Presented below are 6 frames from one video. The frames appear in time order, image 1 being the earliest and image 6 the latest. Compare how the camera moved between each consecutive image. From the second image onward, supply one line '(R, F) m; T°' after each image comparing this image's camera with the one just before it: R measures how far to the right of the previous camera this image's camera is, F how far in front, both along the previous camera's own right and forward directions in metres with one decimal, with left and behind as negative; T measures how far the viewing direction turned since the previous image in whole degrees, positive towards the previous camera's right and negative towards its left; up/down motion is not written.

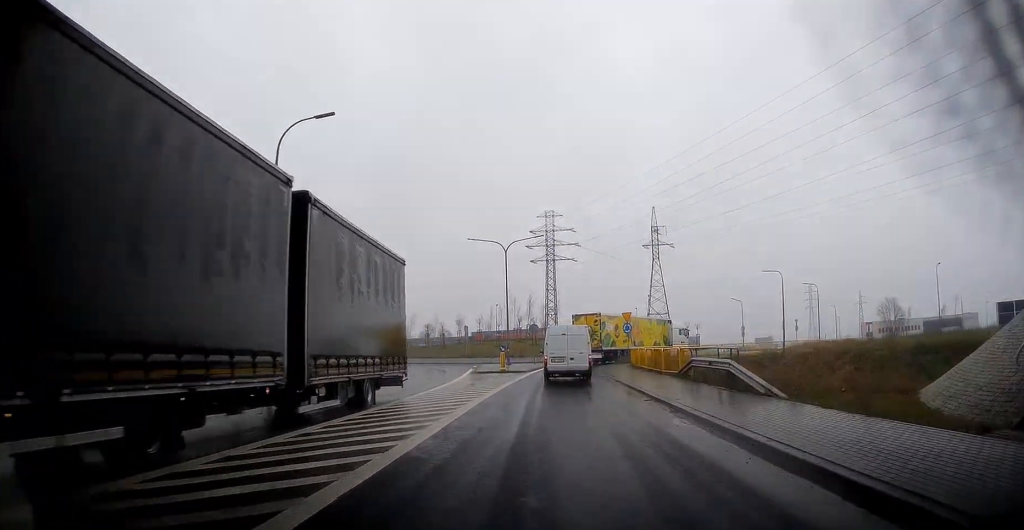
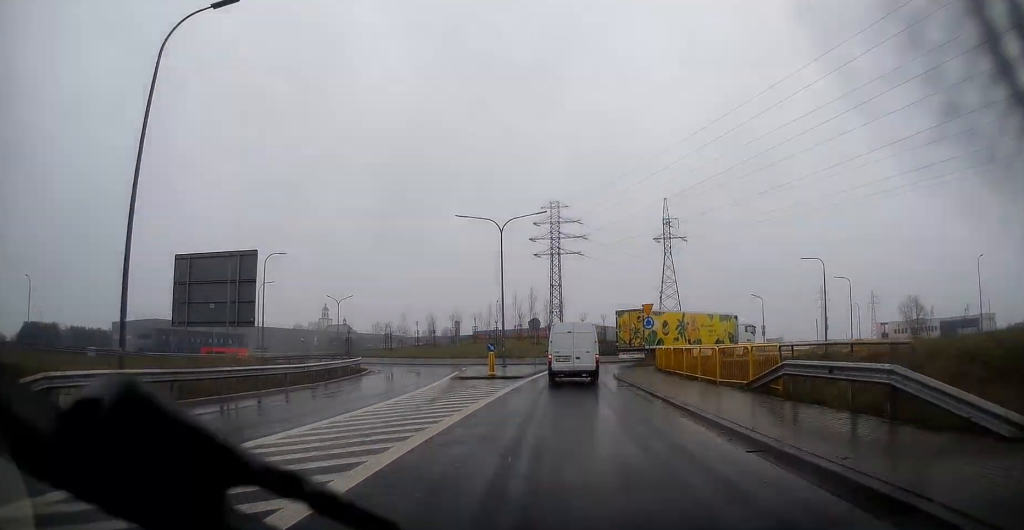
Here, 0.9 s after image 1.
(-0.1, +8.4) m; 0°
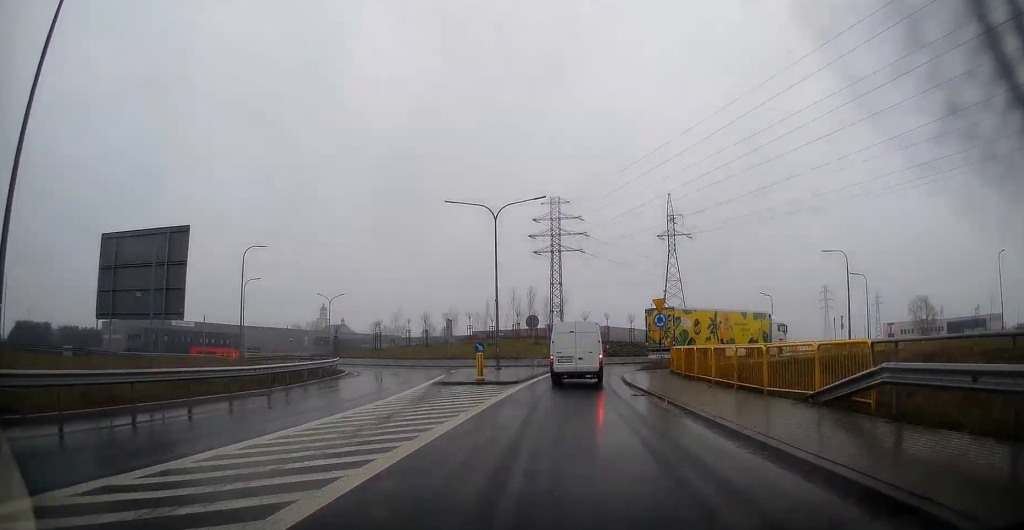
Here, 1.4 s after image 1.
(0.0, +4.2) m; 0°
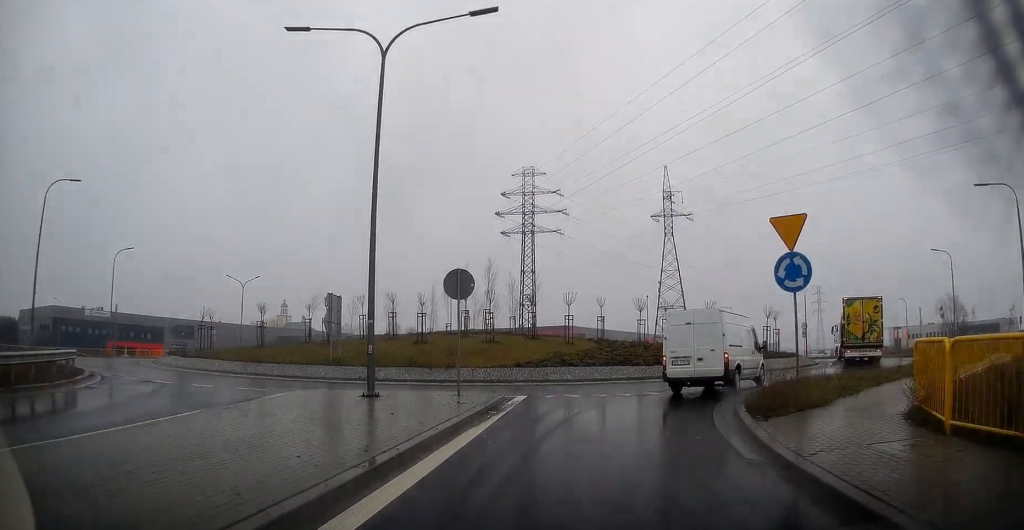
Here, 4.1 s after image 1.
(+0.3, +21.8) m; +3°
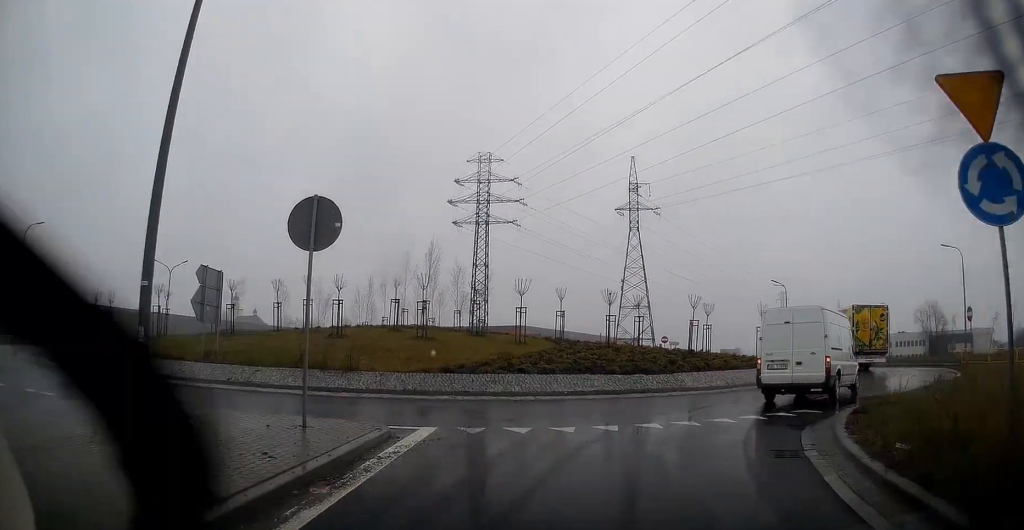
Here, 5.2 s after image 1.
(+0.2, +7.5) m; +6°
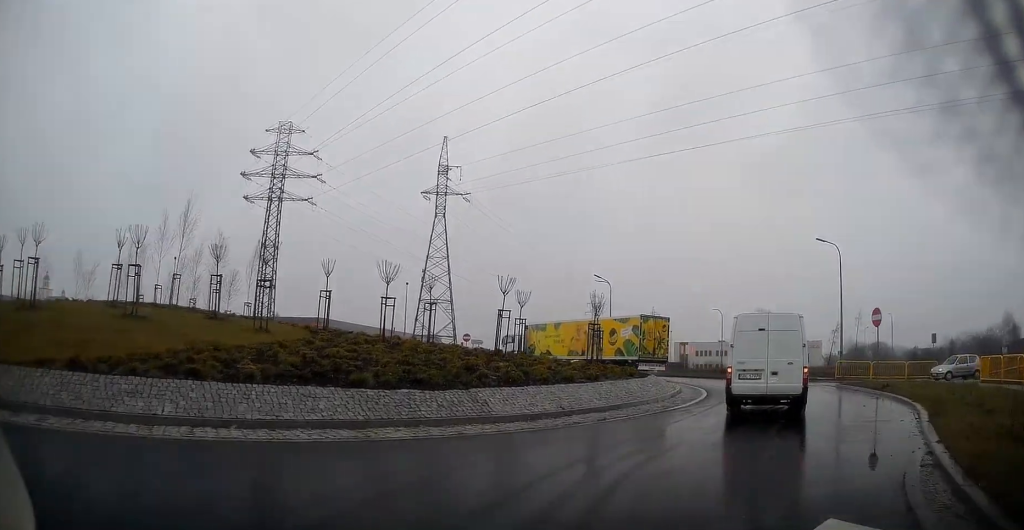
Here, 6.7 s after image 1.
(+1.2, +8.9) m; +18°
